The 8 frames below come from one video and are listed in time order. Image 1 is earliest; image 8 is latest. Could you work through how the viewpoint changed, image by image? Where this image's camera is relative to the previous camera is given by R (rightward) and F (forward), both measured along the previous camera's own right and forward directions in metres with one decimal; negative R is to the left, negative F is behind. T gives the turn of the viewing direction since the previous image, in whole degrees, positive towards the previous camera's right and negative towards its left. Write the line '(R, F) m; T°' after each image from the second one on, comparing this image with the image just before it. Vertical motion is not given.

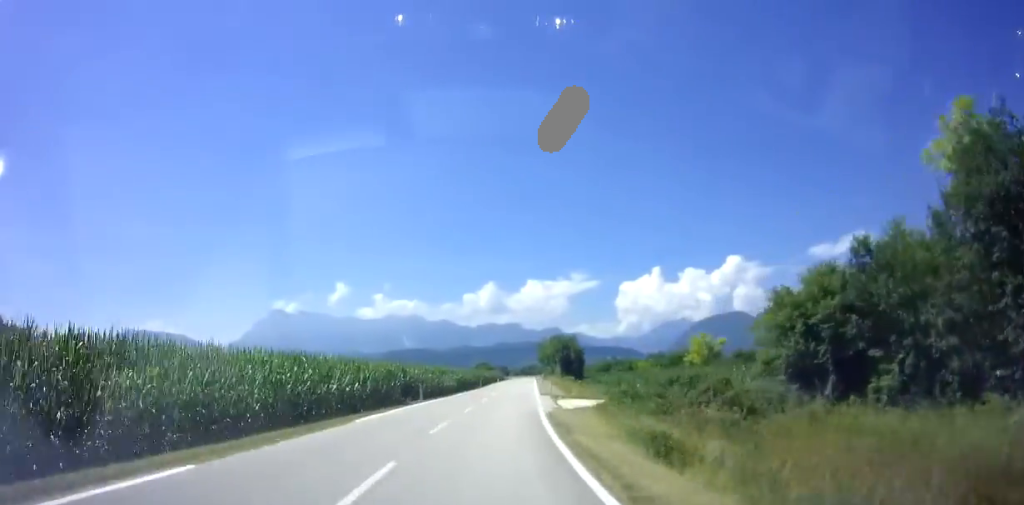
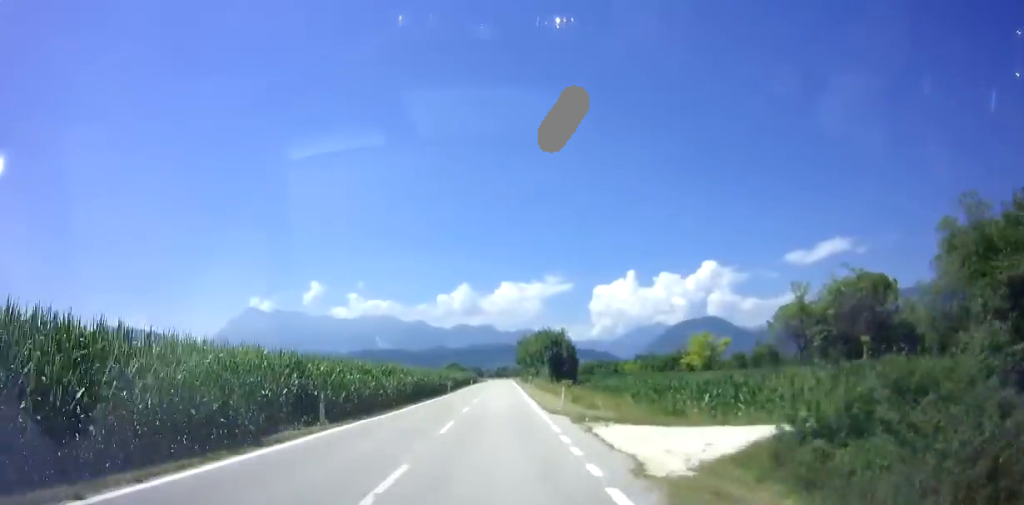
(+0.2, +14.9) m; +2°
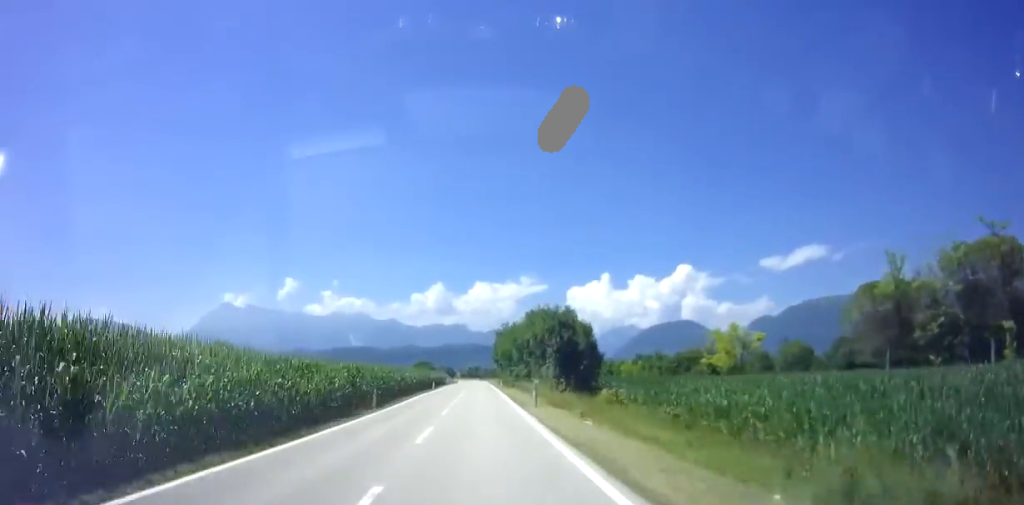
(+0.3, +24.6) m; +1°
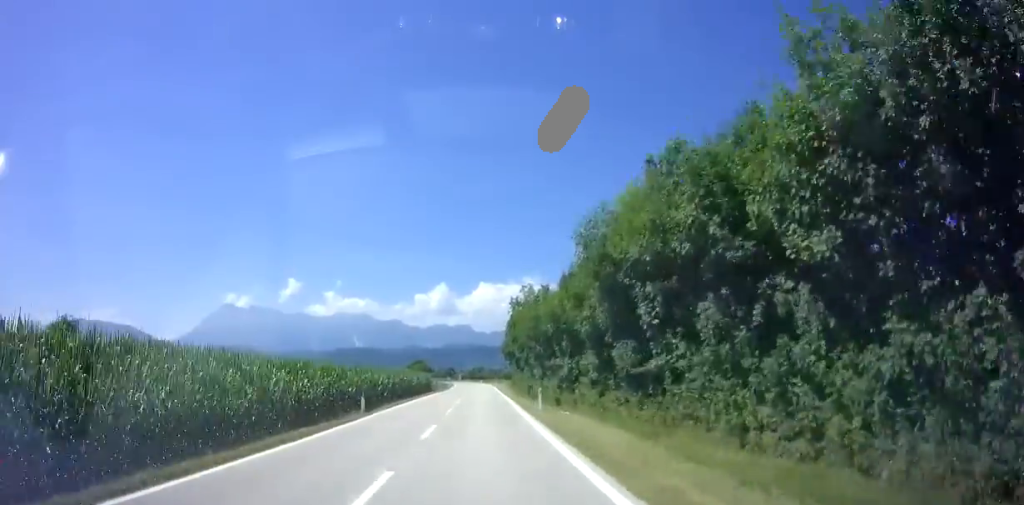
(0.0, +35.6) m; 0°
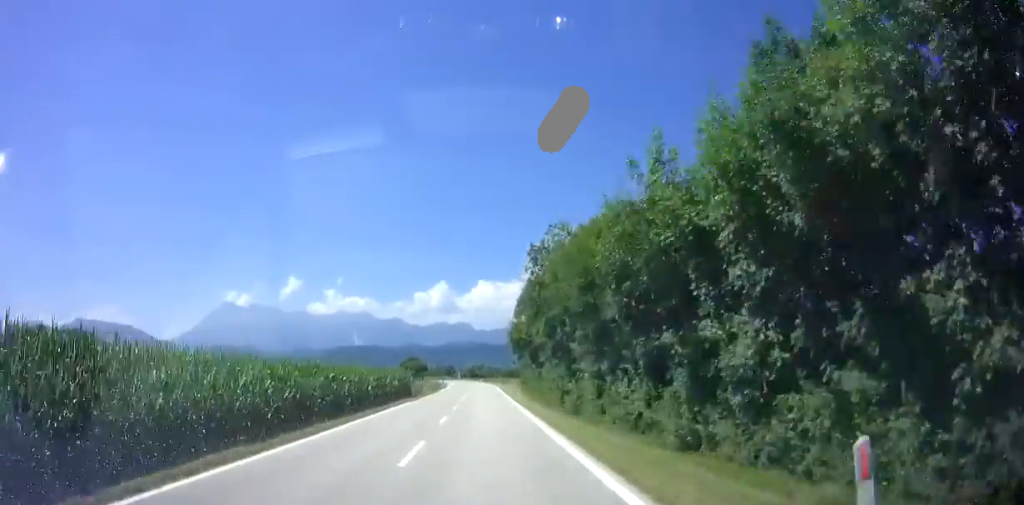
(0.0, +18.7) m; 0°
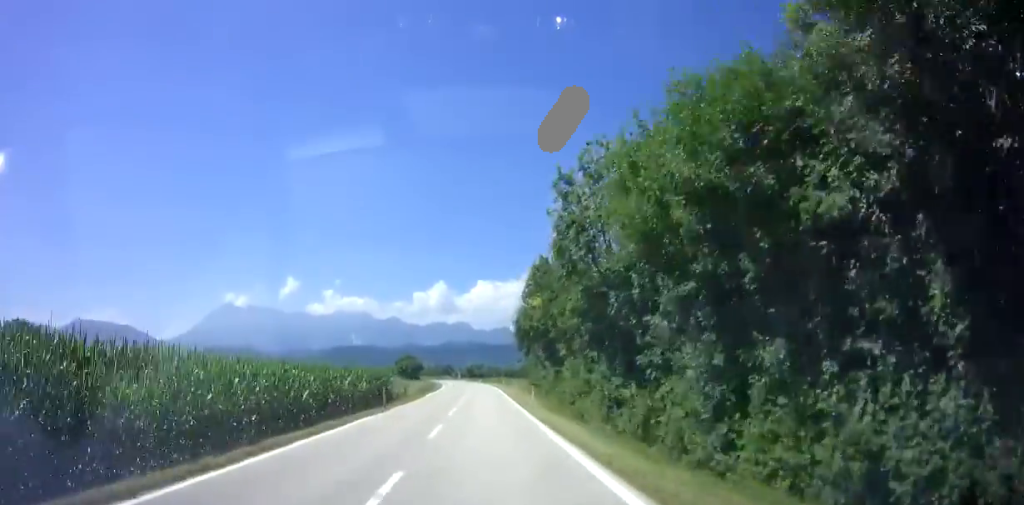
(+0.1, +11.2) m; -1°
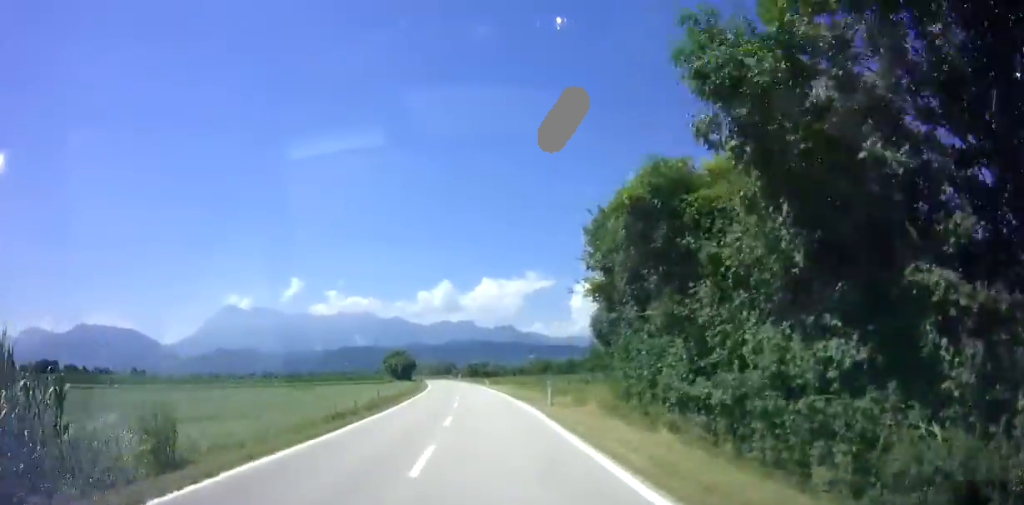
(-0.6, +33.8) m; -2°
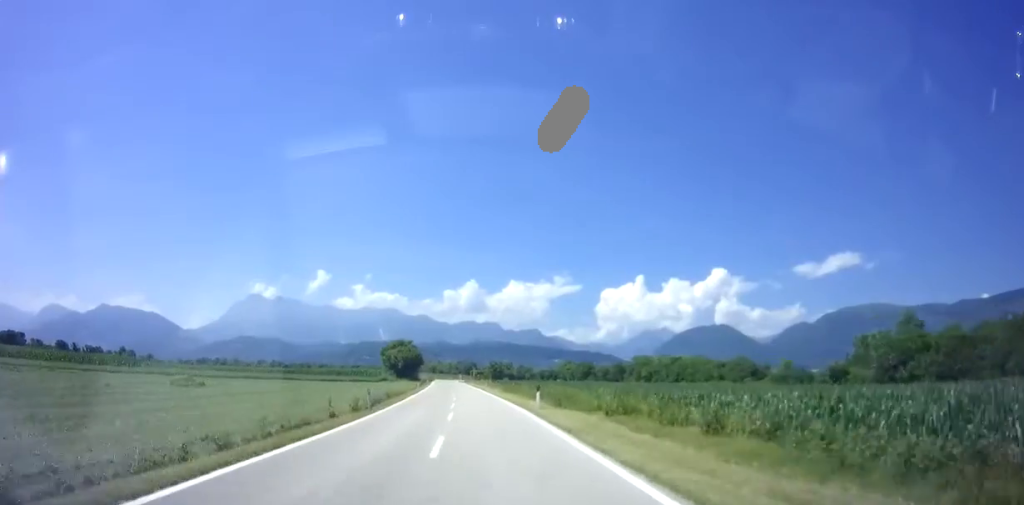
(-0.7, +35.8) m; -2°
